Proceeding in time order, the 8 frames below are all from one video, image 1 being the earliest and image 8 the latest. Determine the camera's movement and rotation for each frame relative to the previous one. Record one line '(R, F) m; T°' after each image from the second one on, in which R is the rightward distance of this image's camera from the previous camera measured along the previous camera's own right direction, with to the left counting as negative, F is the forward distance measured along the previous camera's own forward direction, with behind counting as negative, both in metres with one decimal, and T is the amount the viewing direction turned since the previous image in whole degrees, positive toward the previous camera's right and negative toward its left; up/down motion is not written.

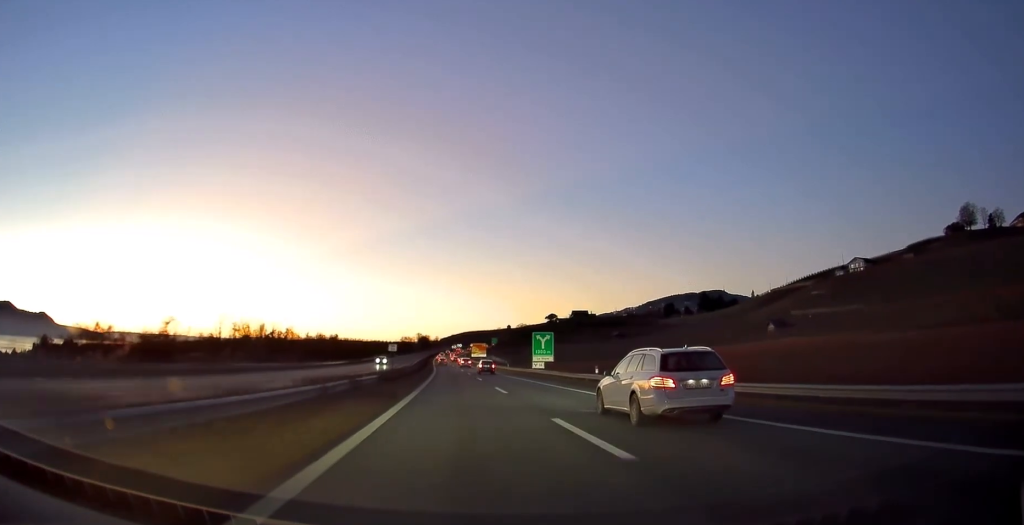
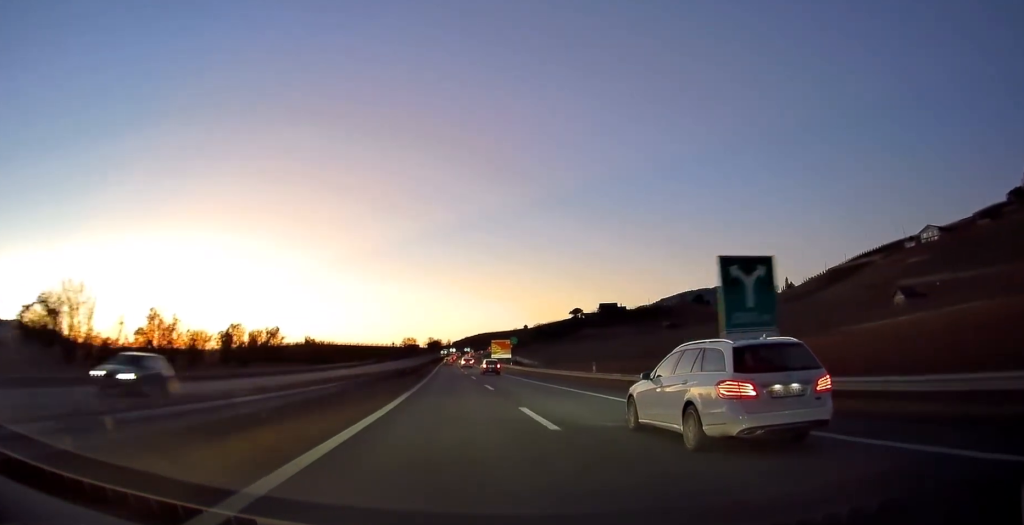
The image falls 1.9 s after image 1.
(-0.6, +52.1) m; -1°
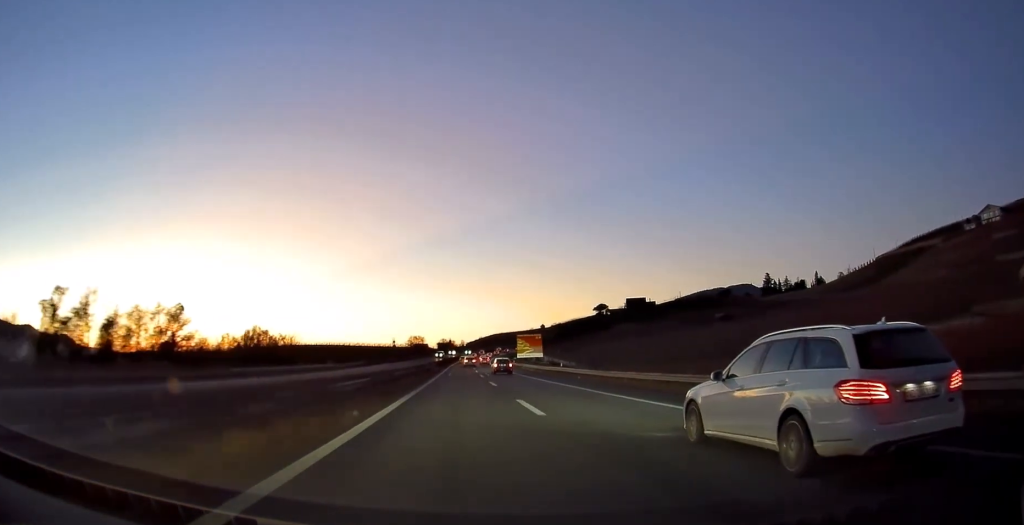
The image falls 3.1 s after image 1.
(-0.1, +33.8) m; -1°
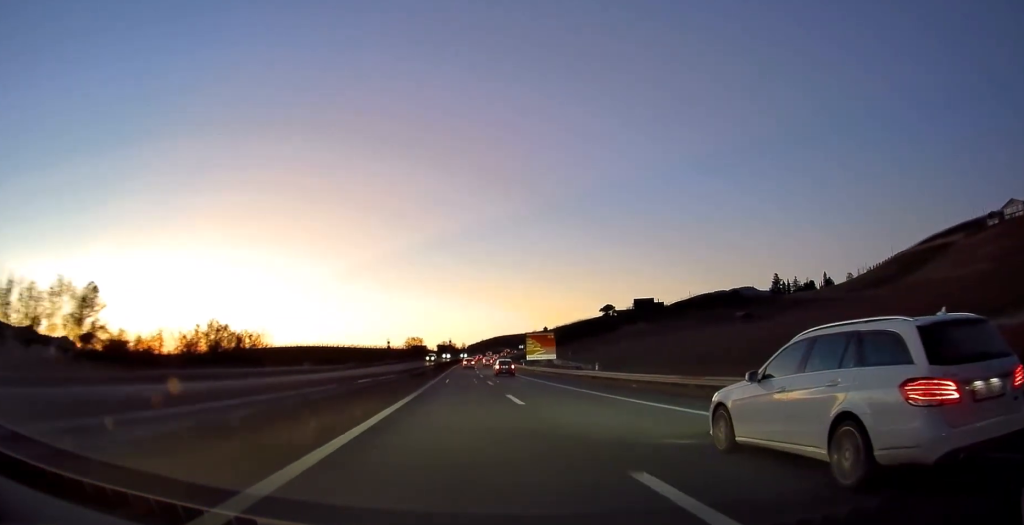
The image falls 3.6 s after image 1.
(-0.2, +13.6) m; -1°
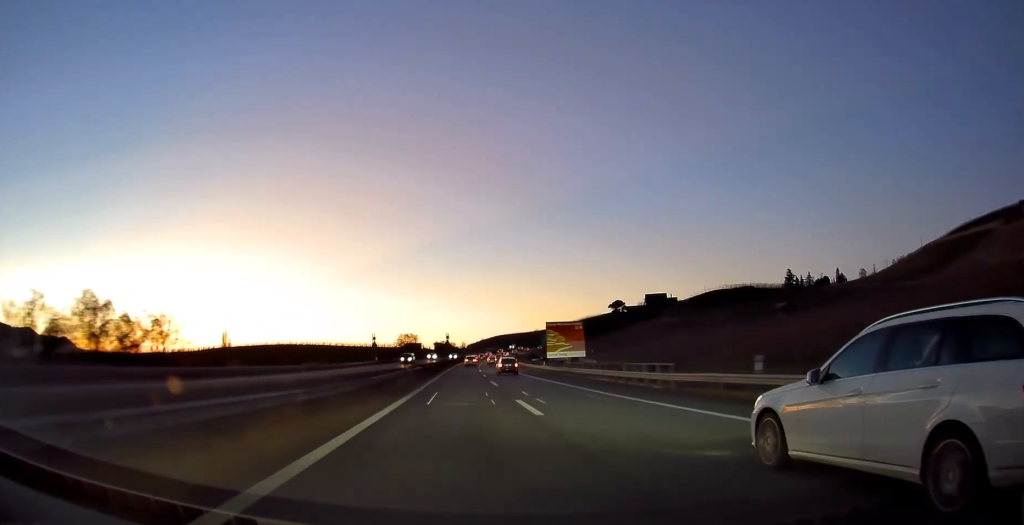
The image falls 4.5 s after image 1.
(-0.1, +23.3) m; 0°
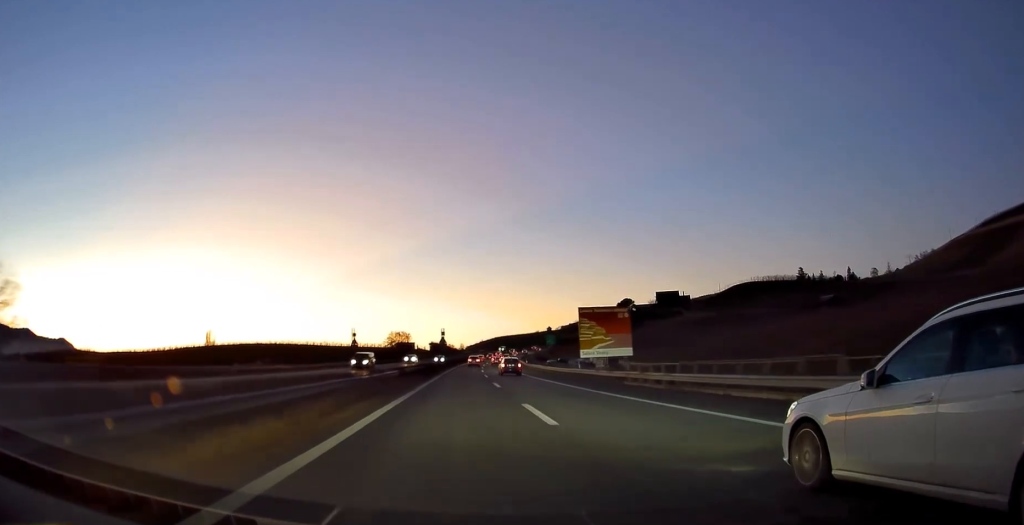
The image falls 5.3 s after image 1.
(0.0, +21.3) m; 0°
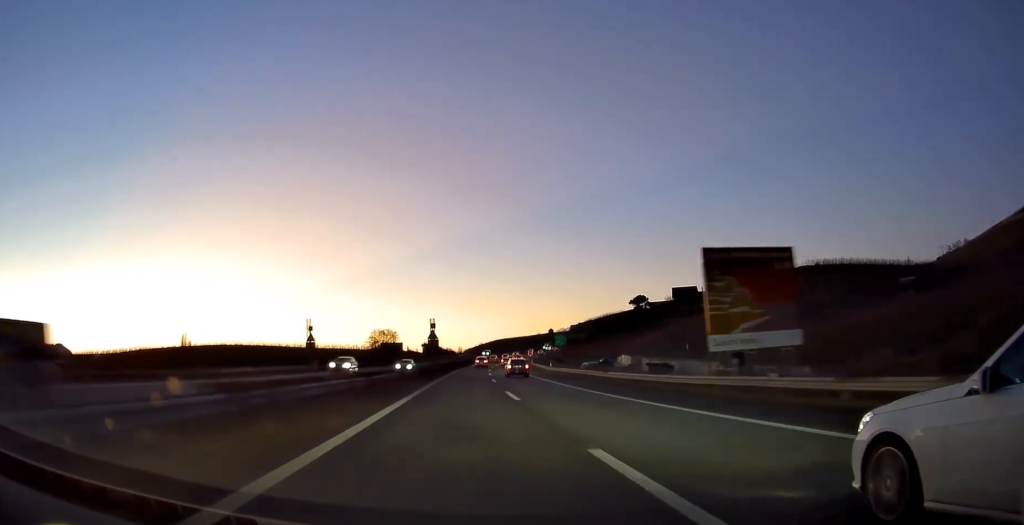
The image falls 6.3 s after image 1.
(+0.1, +28.0) m; 0°
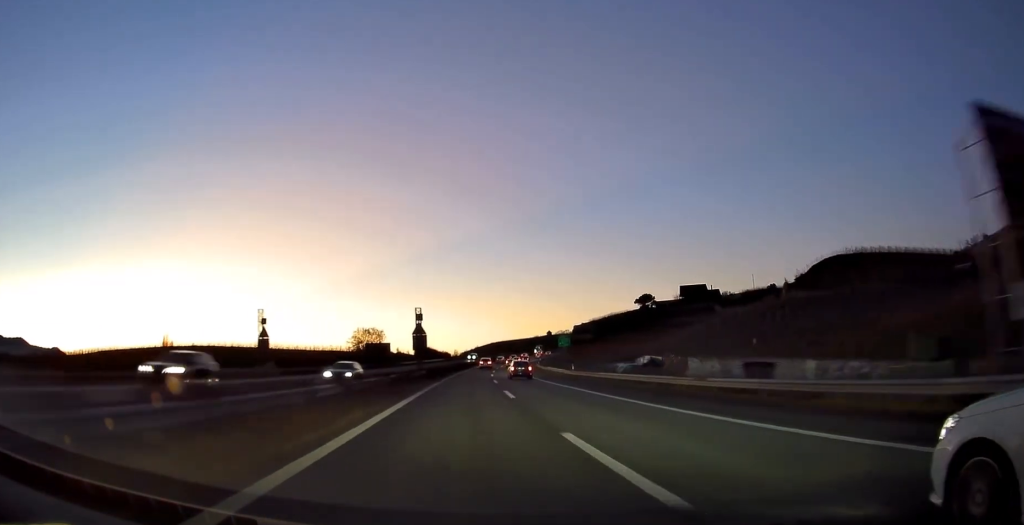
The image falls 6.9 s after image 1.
(0.0, +15.6) m; 0°
